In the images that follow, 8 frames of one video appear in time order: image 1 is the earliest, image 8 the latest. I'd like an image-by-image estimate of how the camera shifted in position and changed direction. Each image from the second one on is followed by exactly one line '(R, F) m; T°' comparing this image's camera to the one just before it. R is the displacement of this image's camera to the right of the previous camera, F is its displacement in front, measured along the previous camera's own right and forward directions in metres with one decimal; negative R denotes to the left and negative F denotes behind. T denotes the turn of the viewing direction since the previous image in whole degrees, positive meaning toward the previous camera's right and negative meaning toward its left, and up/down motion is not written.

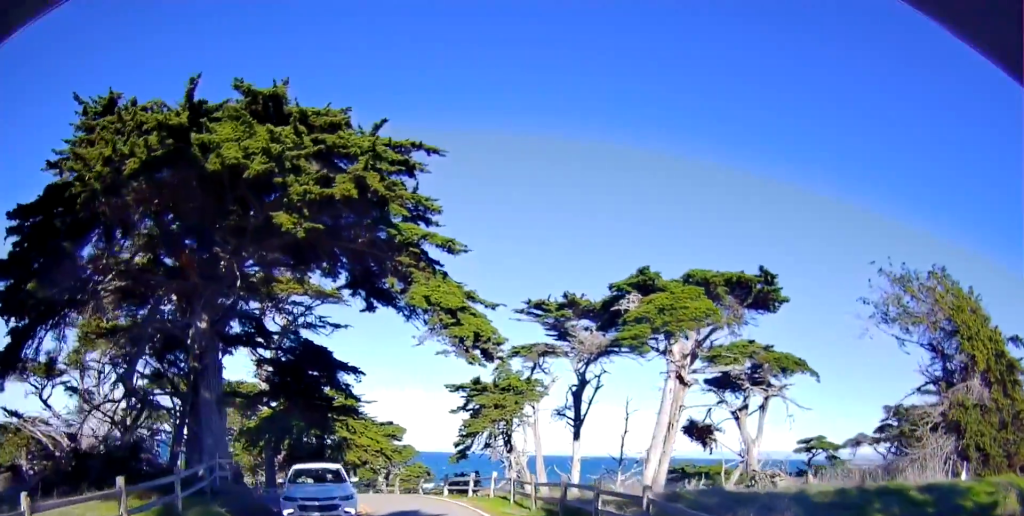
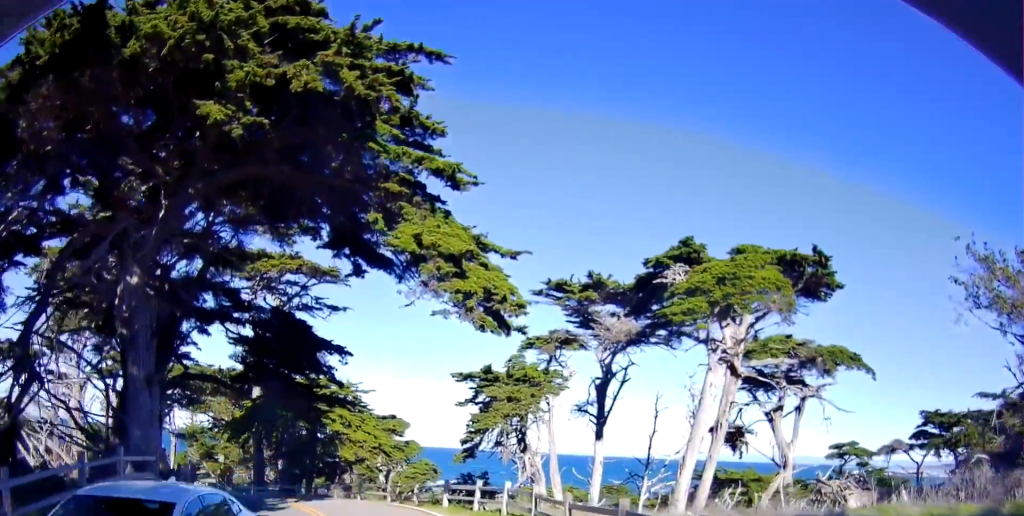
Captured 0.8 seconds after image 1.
(-0.1, +5.9) m; -2°
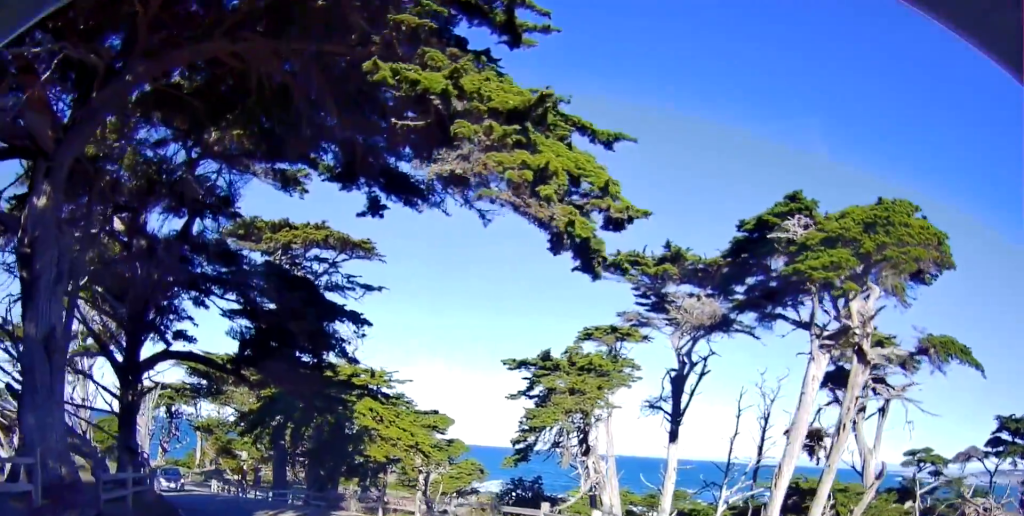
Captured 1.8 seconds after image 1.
(-0.1, +7.3) m; -1°
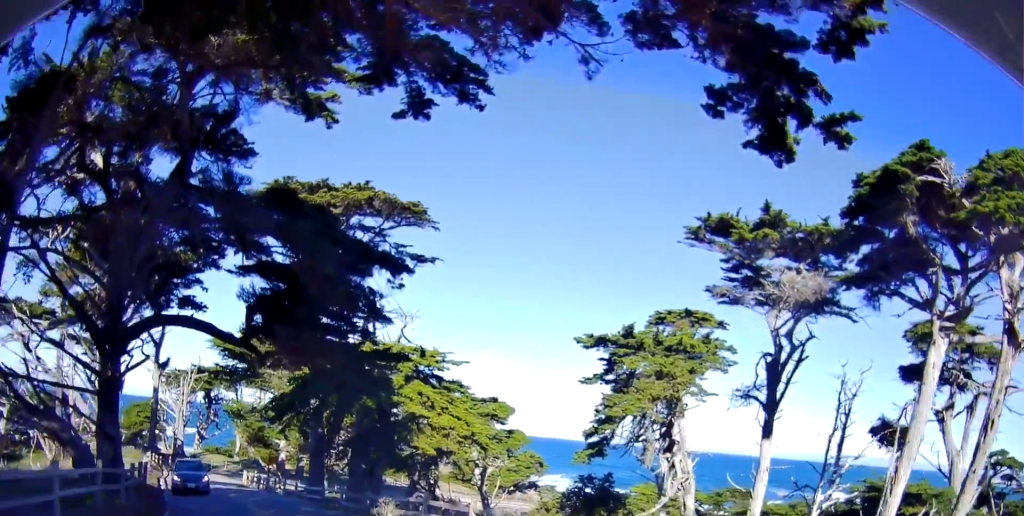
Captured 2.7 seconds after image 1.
(0.0, +6.3) m; 0°
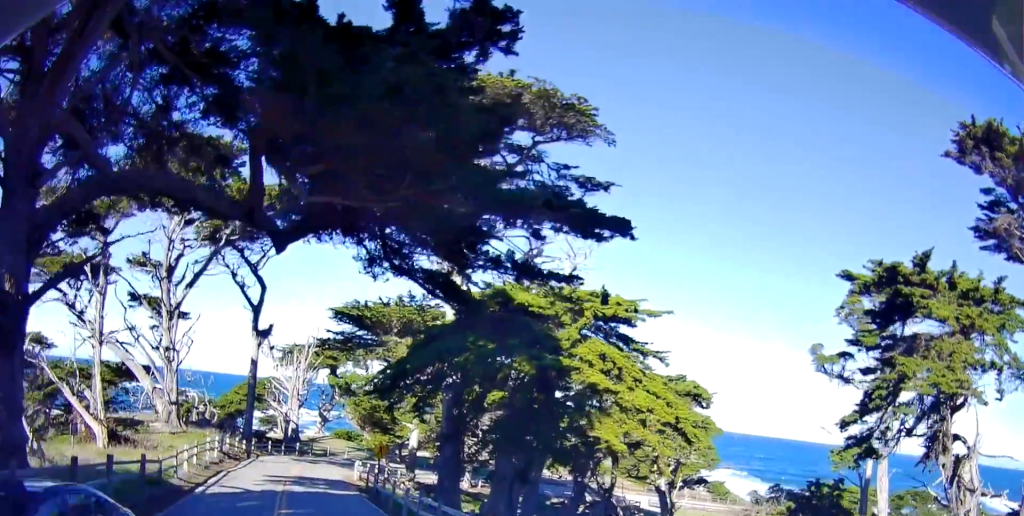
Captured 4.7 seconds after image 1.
(-0.1, +13.3) m; -4°
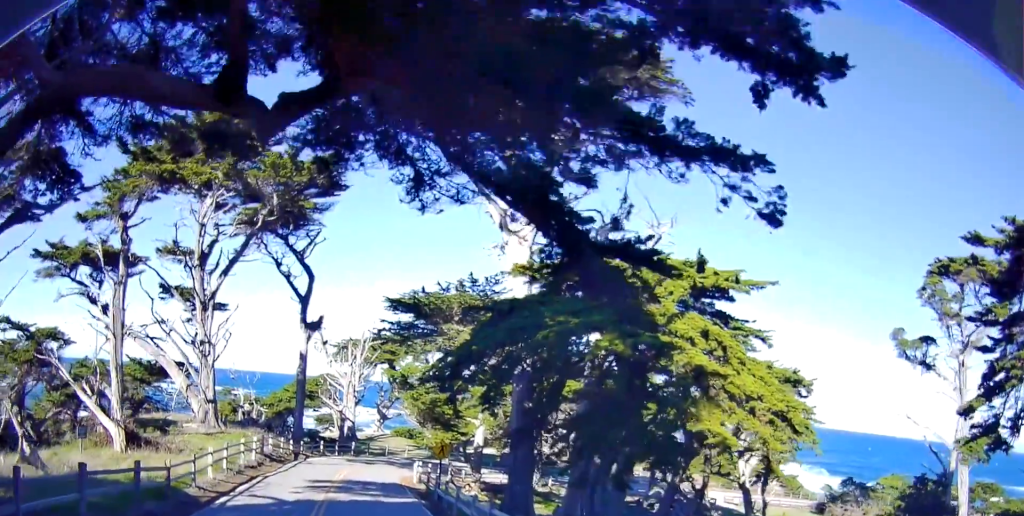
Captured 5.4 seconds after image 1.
(0.0, +3.5) m; -5°
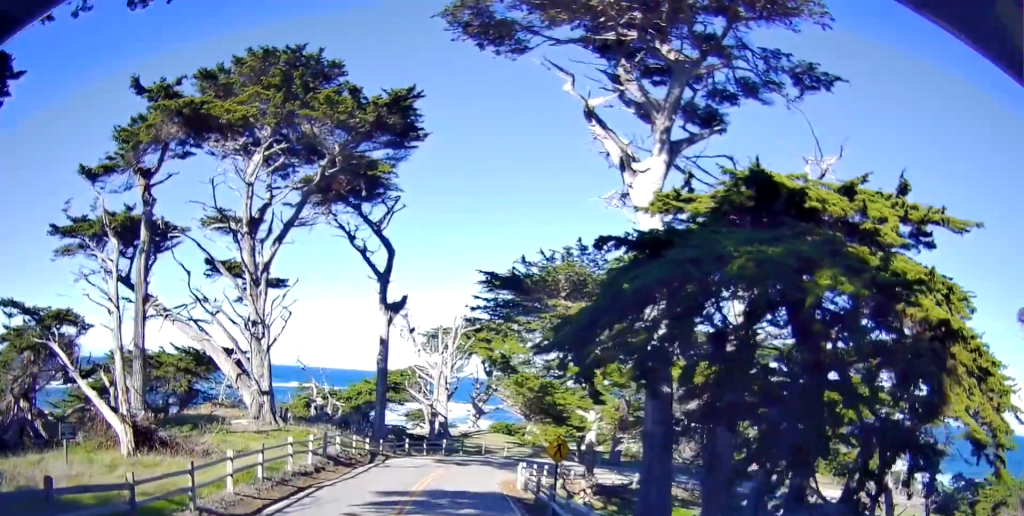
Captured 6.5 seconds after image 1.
(-0.6, +5.8) m; -13°
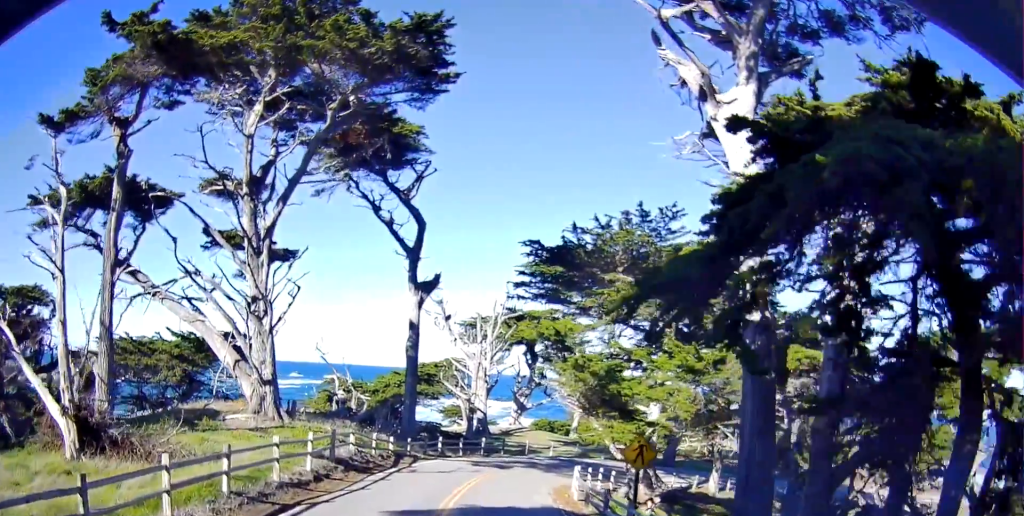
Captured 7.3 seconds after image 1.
(-0.3, +4.4) m; -10°
